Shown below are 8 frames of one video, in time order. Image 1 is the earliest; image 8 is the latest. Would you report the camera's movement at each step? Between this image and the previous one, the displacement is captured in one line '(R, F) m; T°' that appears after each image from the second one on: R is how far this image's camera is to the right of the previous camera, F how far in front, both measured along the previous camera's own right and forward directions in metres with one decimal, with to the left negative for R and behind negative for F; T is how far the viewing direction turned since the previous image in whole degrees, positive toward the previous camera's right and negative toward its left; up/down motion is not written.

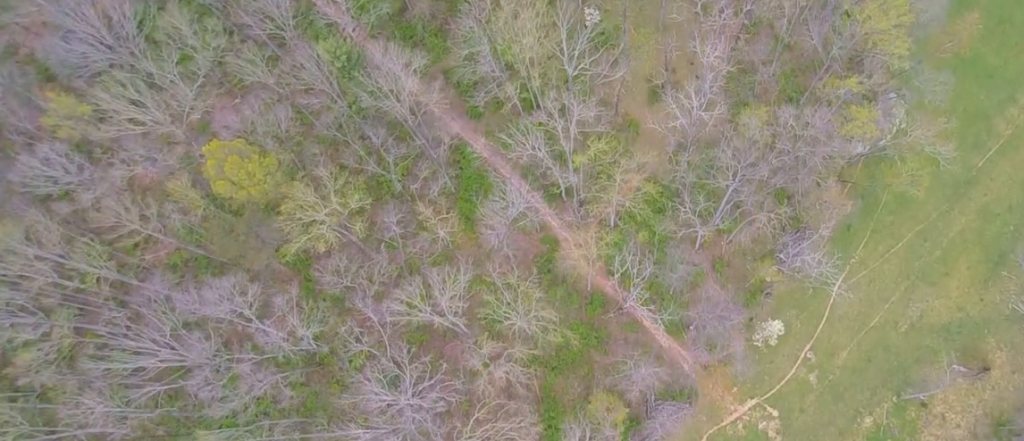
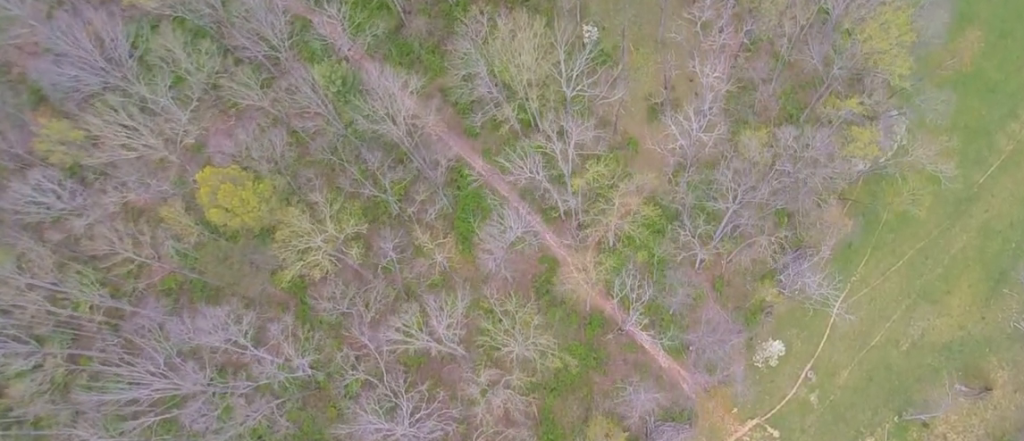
(0.0, +3.8) m; 0°
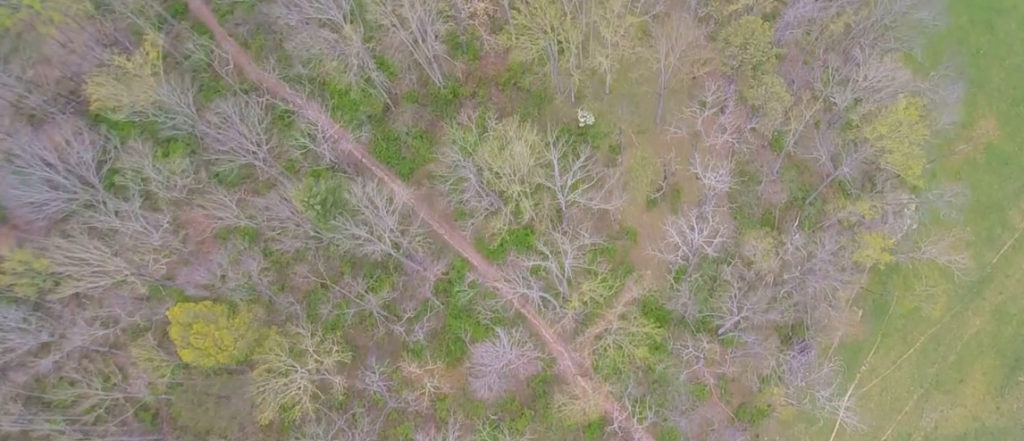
(-0.3, +18.5) m; -1°
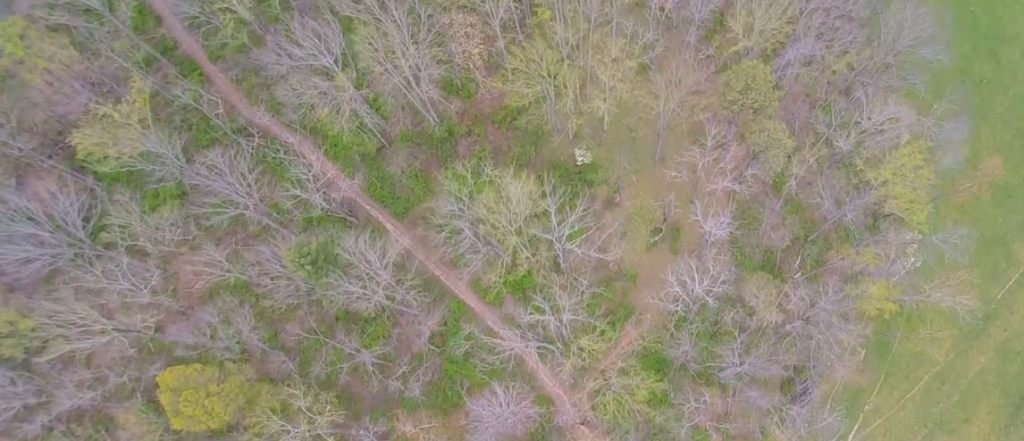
(-0.1, +7.7) m; +1°
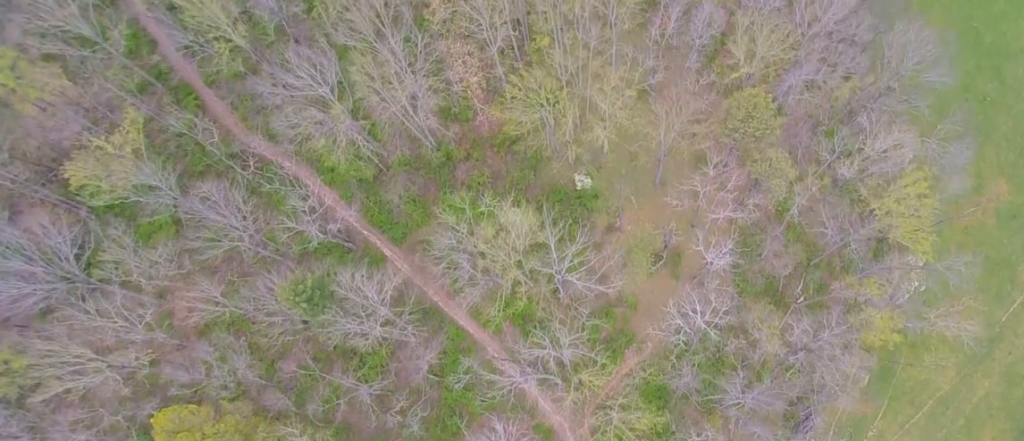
(+0.1, +5.0) m; +1°
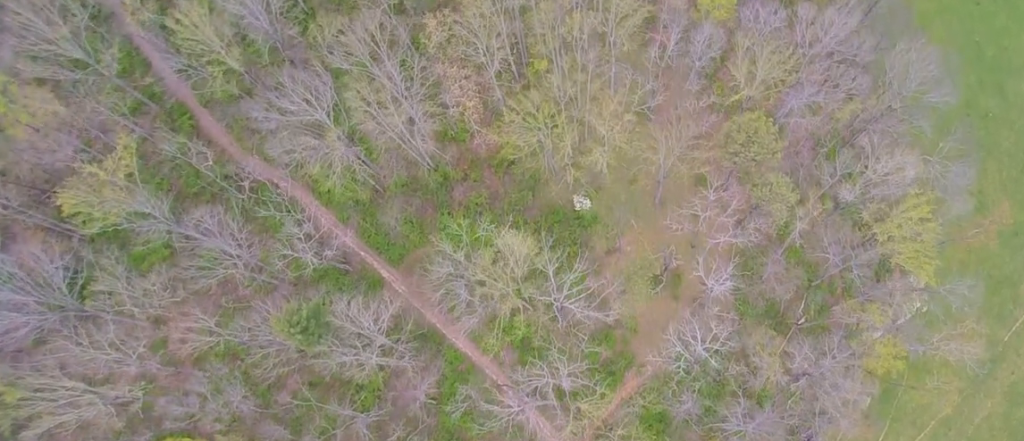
(0.0, +4.1) m; 0°
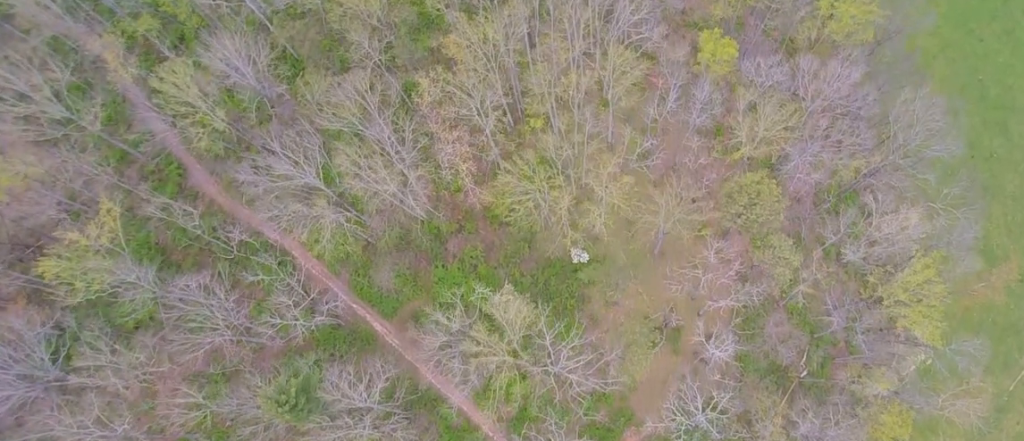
(-0.1, +10.0) m; -1°
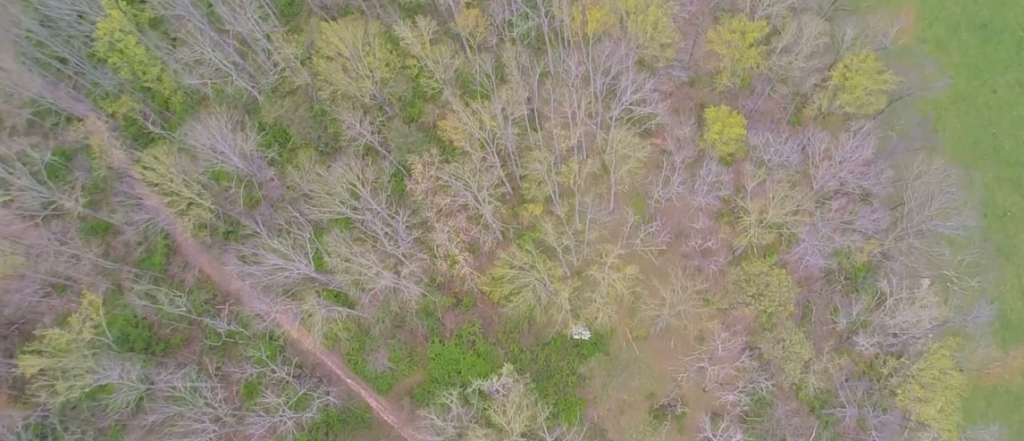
(+0.2, +13.3) m; +1°
